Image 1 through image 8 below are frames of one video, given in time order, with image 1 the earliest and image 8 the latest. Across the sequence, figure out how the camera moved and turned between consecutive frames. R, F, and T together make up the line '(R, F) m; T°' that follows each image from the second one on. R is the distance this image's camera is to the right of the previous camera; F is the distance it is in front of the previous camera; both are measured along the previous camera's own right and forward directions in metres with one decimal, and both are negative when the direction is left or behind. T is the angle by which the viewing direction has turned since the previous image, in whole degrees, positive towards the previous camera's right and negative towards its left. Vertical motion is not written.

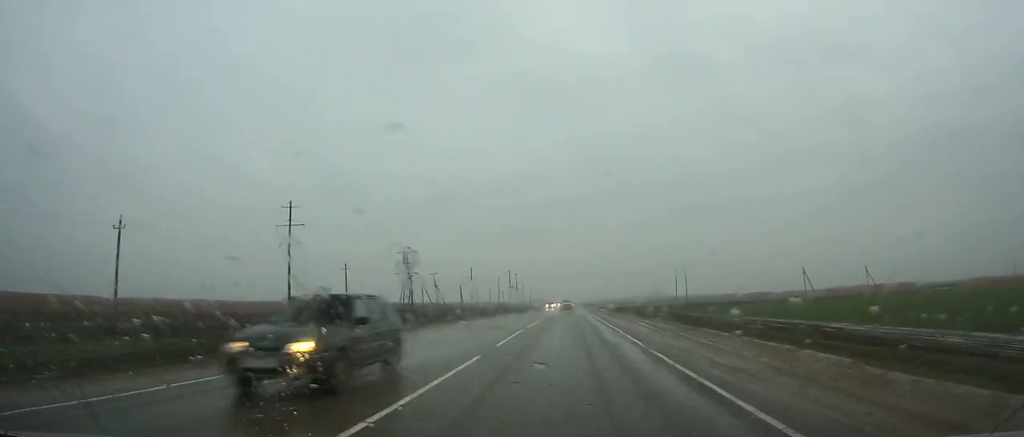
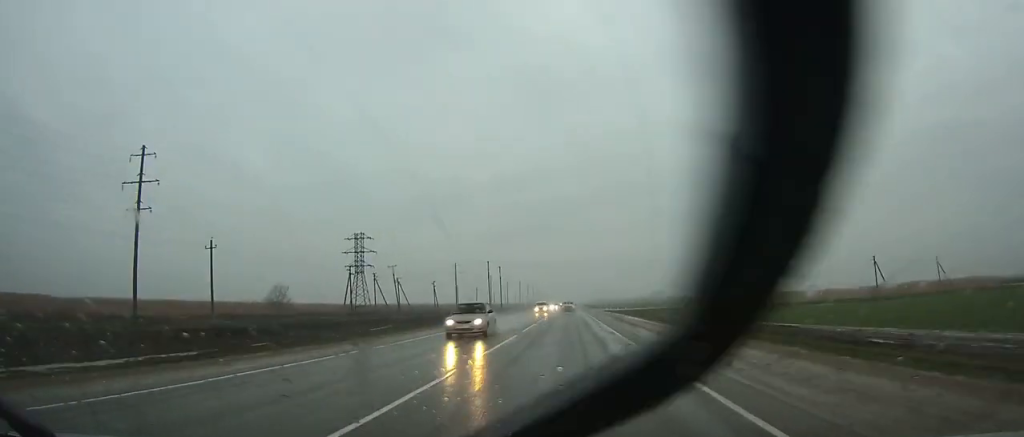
(+0.1, +38.1) m; 0°
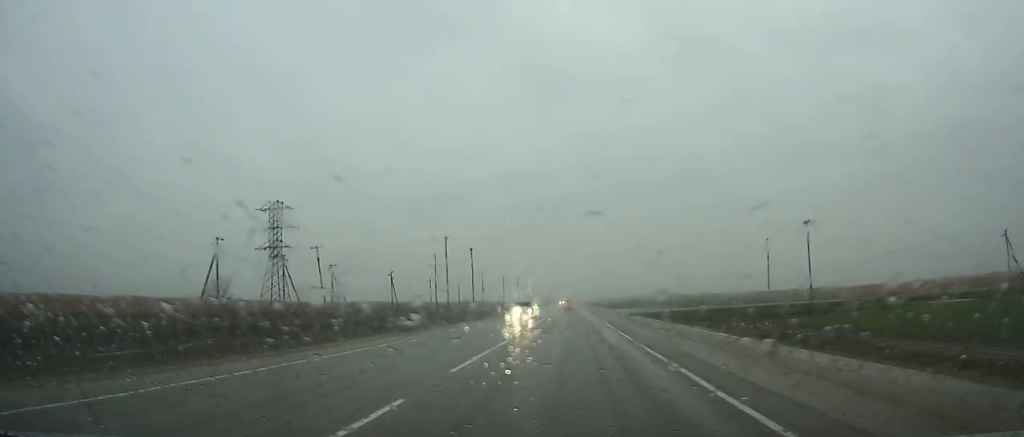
(0.0, +40.3) m; 0°
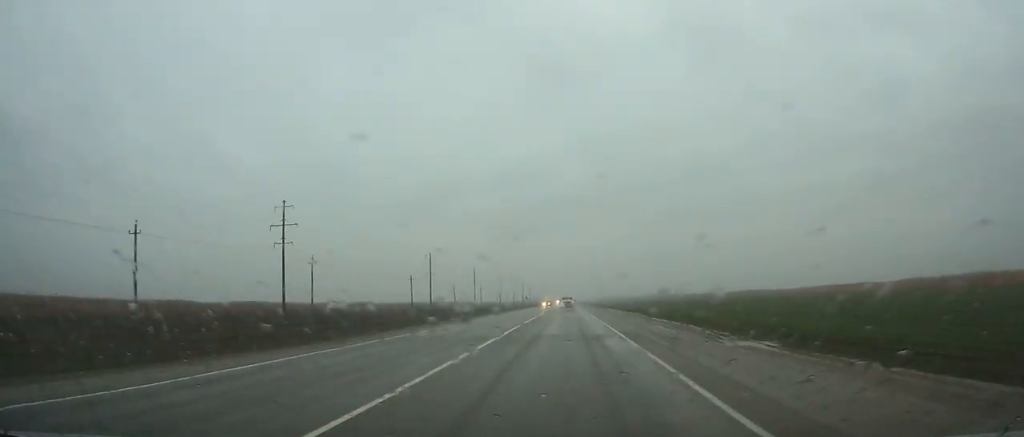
(+0.1, +108.0) m; 0°
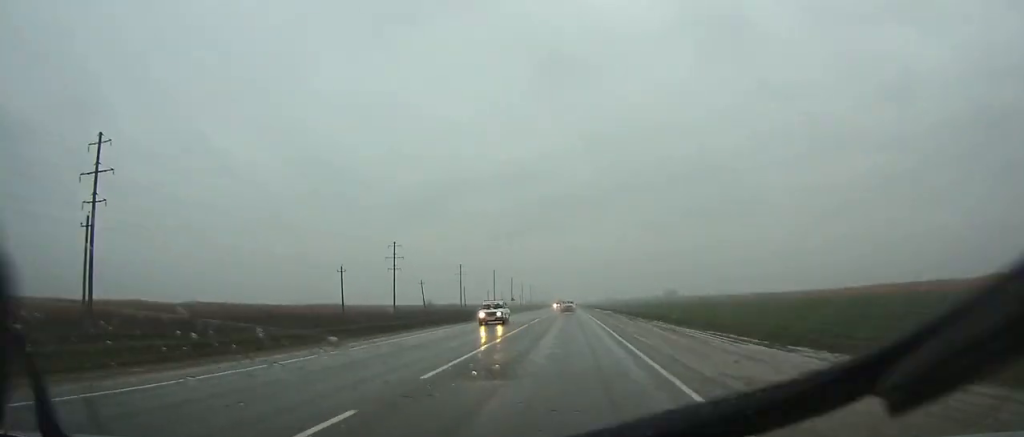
(-0.1, +44.5) m; 0°
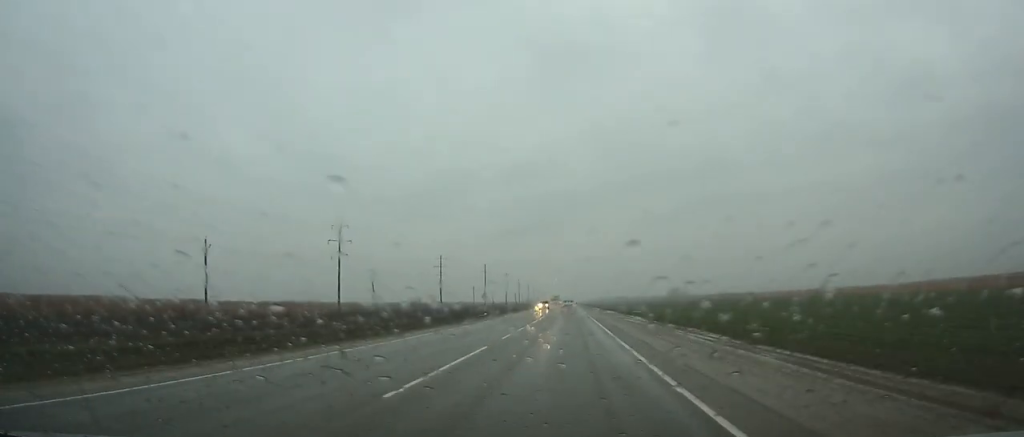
(+0.1, +38.2) m; 0°
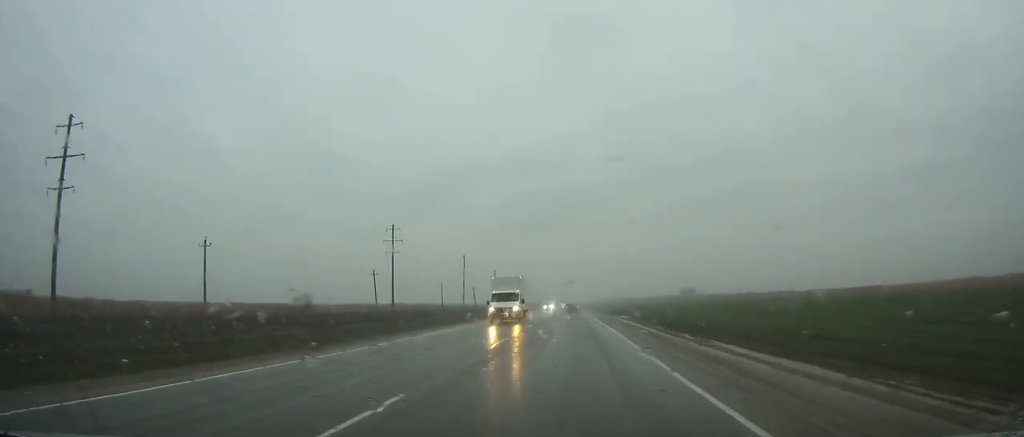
(-0.9, +165.9) m; 0°
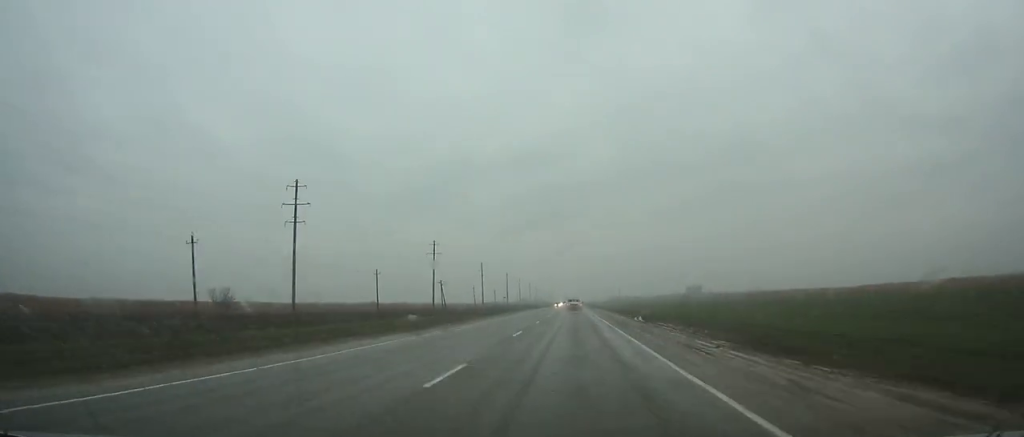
(+0.1, +55.3) m; 0°
